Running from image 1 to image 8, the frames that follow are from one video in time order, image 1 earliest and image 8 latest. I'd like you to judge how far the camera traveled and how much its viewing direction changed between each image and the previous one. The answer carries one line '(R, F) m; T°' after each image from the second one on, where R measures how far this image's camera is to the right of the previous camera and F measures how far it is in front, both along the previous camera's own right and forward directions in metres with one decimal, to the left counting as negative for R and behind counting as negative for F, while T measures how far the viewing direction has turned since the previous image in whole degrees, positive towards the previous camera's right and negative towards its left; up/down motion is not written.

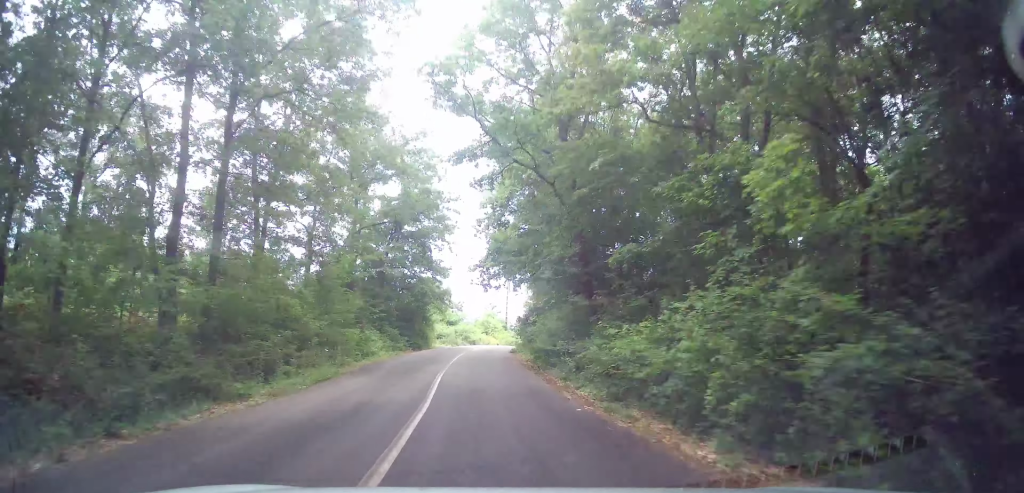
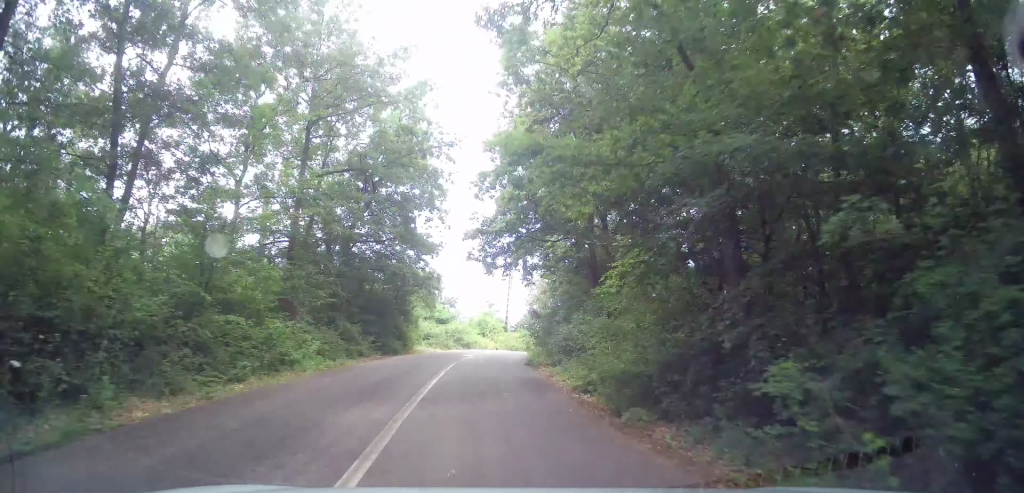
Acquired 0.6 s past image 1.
(0.0, +10.6) m; +2°
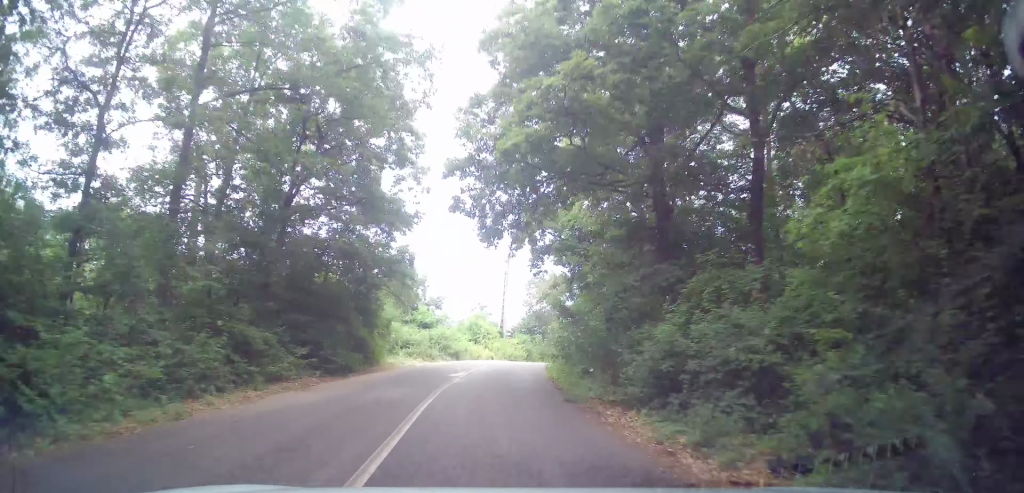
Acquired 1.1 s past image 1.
(0.0, +9.1) m; +2°
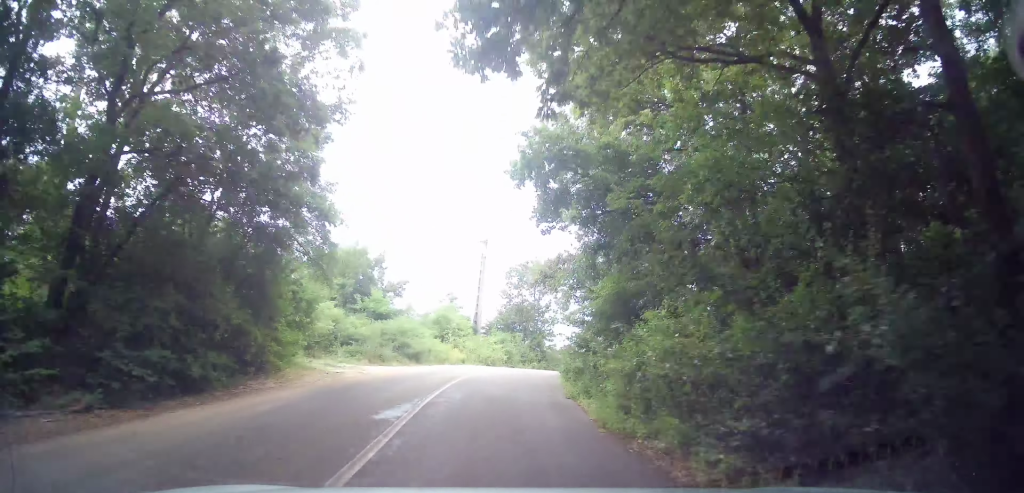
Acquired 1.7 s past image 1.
(+0.4, +9.8) m; +4°
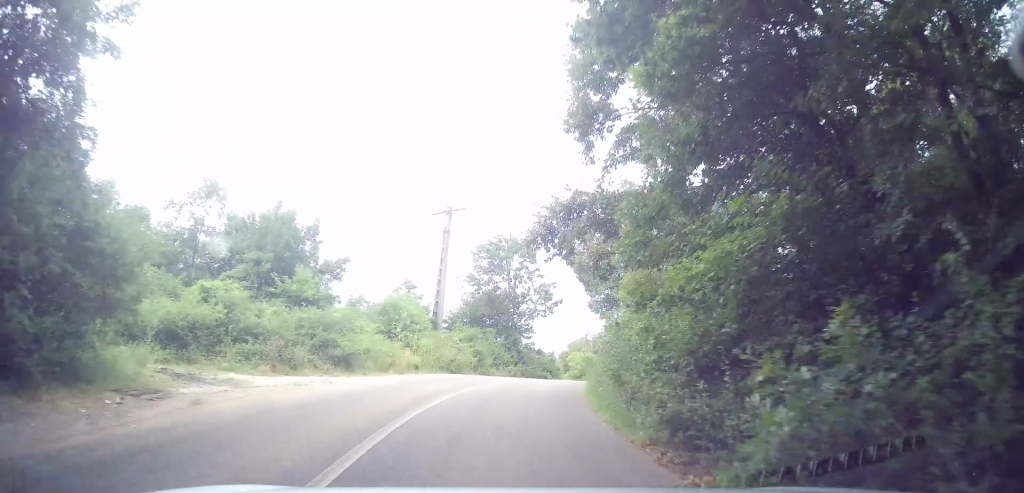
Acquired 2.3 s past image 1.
(+0.2, +9.7) m; +4°
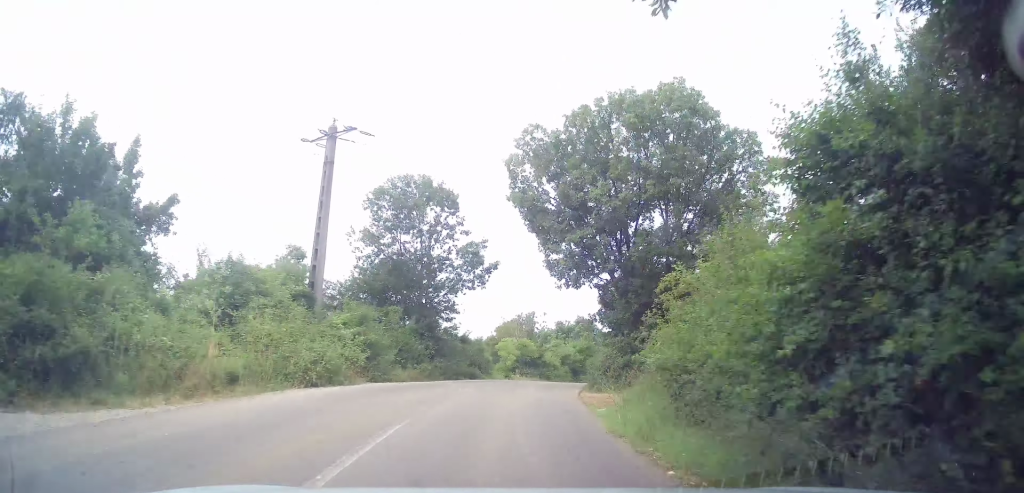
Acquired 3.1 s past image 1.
(+0.7, +11.7) m; +8°
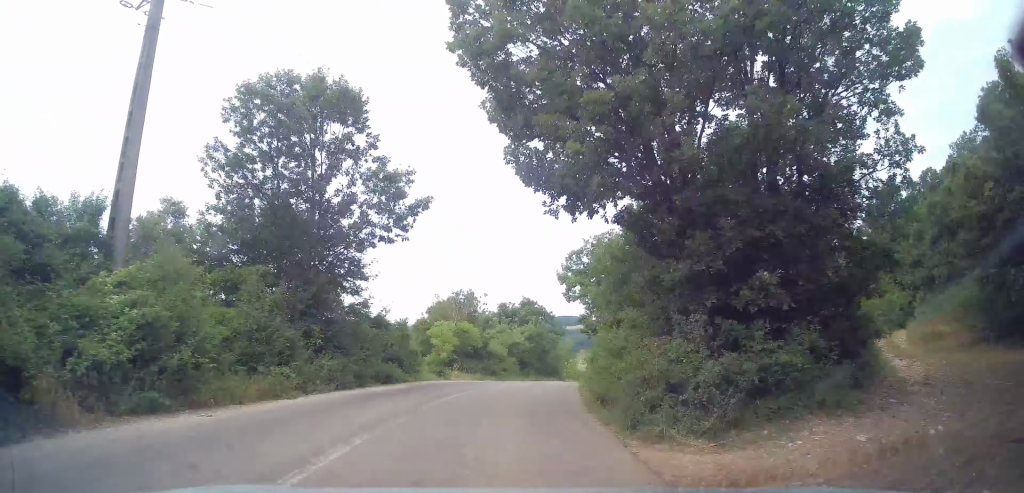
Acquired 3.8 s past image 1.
(+0.9, +10.4) m; +7°
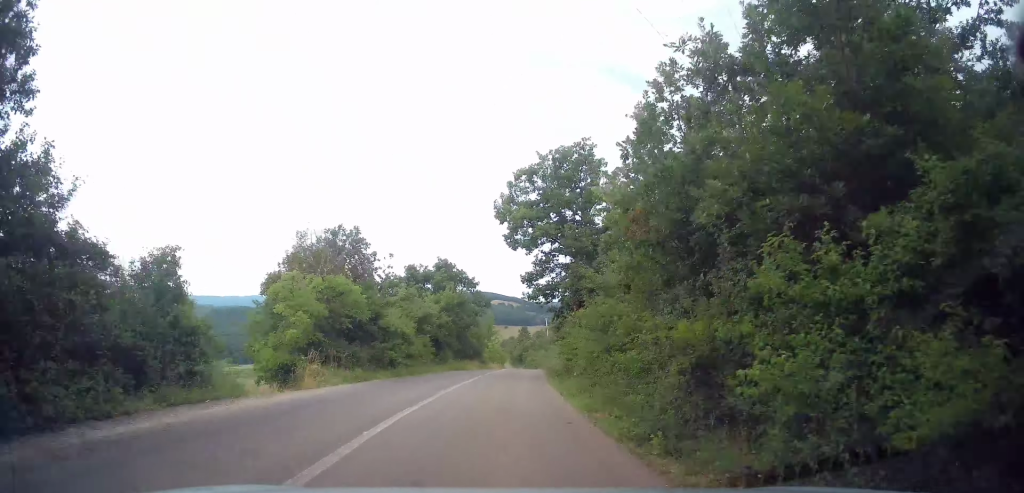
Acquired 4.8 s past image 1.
(+1.3, +14.4) m; +8°
